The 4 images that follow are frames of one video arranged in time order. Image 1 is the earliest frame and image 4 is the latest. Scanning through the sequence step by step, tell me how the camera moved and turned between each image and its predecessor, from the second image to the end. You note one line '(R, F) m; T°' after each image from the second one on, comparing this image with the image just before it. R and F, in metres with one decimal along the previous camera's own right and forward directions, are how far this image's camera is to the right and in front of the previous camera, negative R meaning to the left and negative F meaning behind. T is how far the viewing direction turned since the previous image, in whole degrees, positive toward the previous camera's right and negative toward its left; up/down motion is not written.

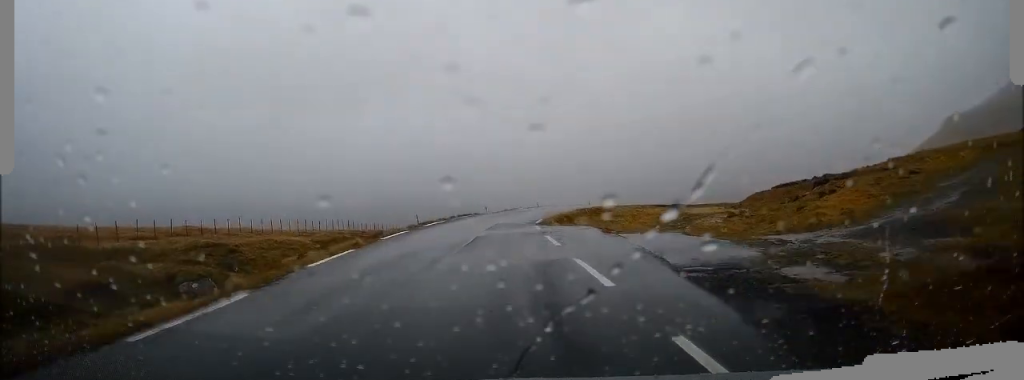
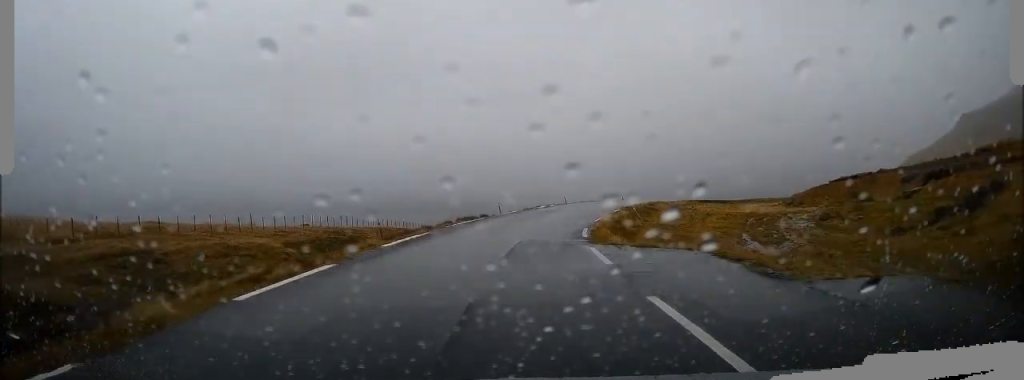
(+0.1, +12.7) m; 0°
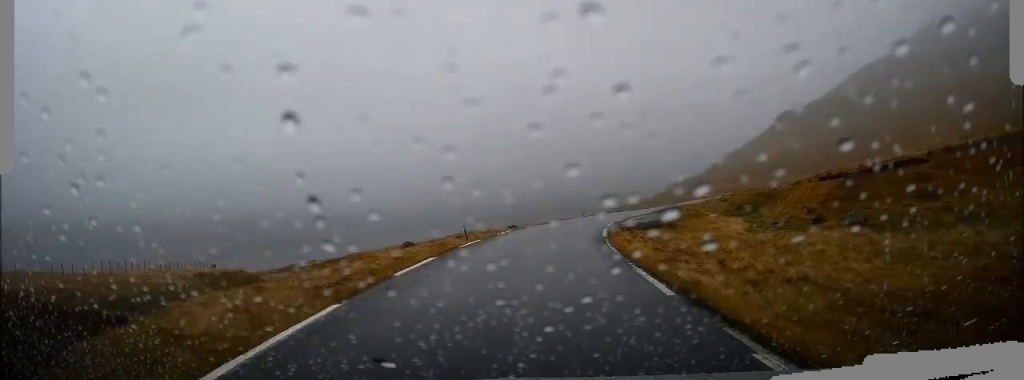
(+0.1, +35.1) m; +4°
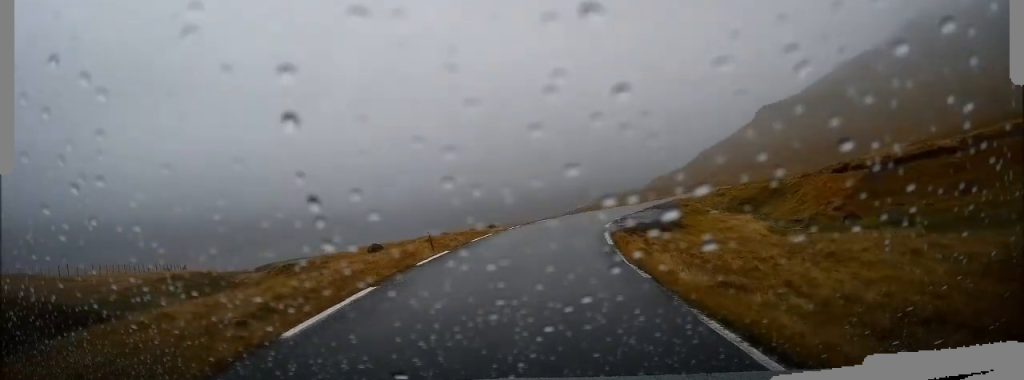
(-0.1, +4.6) m; +4°
